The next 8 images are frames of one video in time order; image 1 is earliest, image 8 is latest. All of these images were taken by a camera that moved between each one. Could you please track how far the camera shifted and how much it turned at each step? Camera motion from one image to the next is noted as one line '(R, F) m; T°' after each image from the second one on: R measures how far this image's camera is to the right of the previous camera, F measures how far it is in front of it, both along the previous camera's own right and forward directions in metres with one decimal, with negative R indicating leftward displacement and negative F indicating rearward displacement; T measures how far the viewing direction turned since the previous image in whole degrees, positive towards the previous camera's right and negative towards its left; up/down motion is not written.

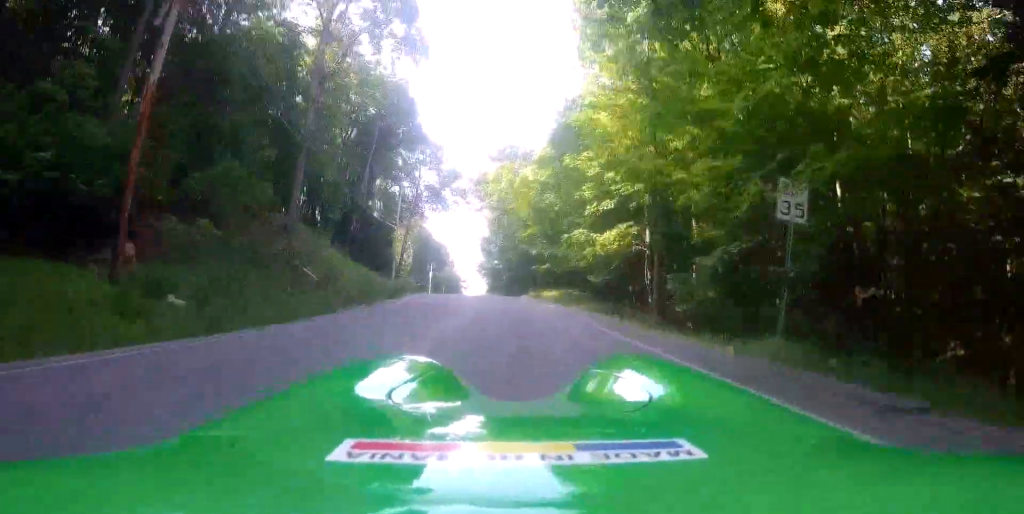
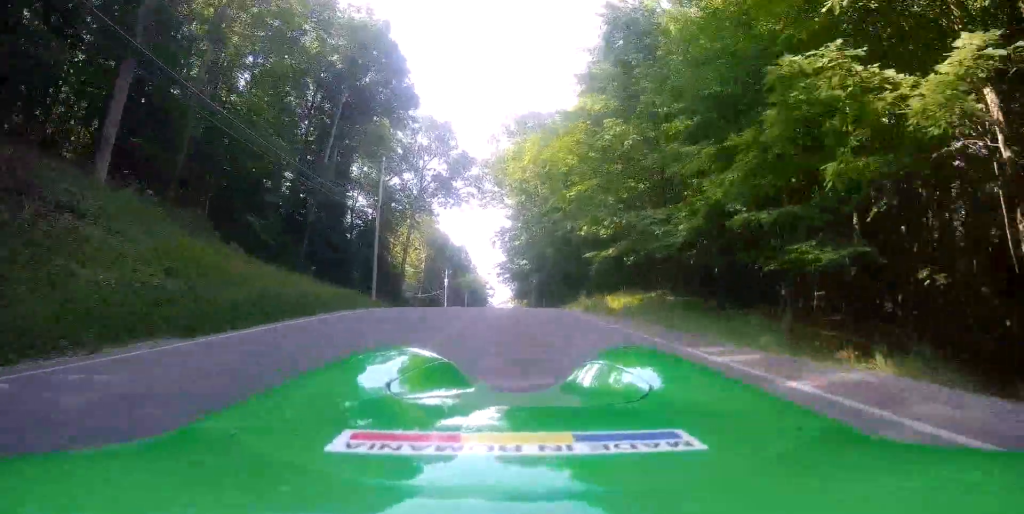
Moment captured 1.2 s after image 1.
(0.0, +23.8) m; -1°
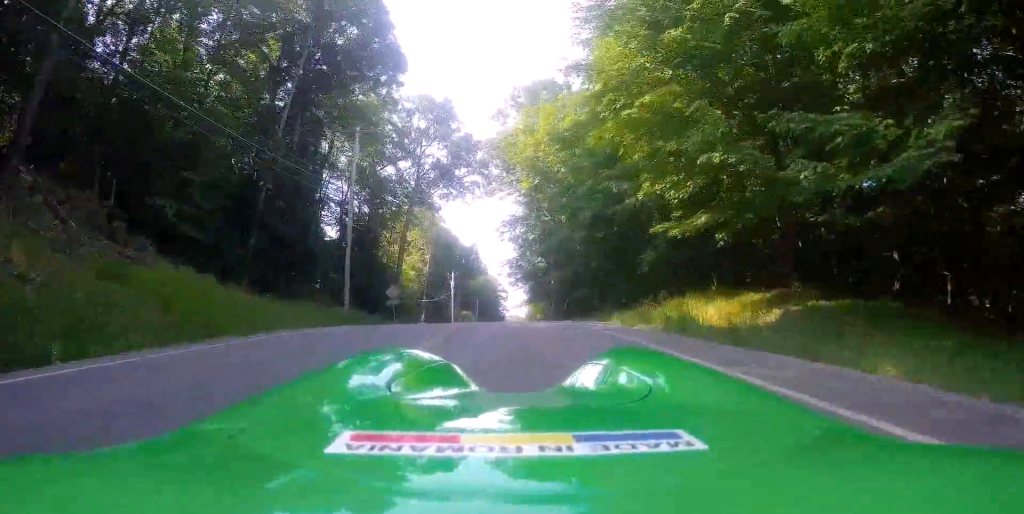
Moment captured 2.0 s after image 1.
(-0.1, +12.7) m; -1°
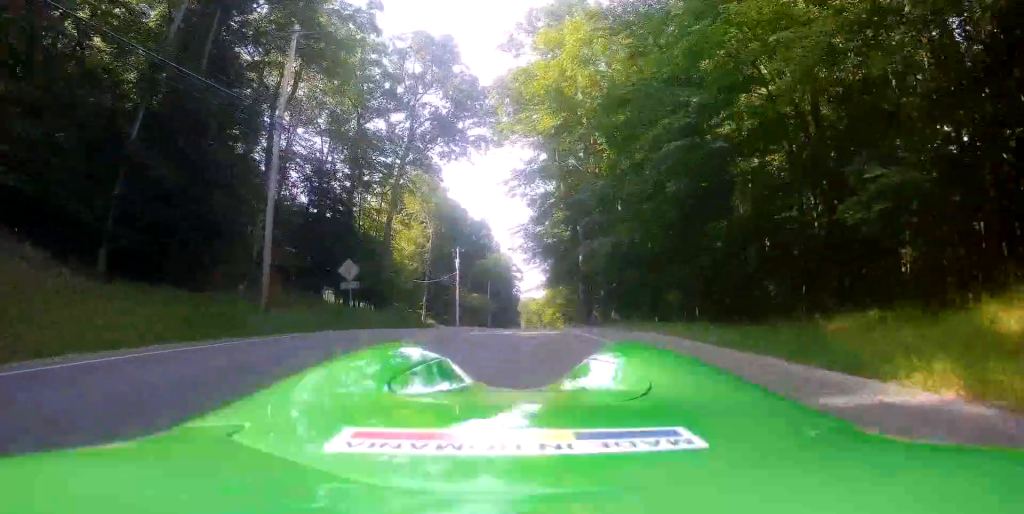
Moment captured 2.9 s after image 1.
(-0.4, +15.3) m; -2°
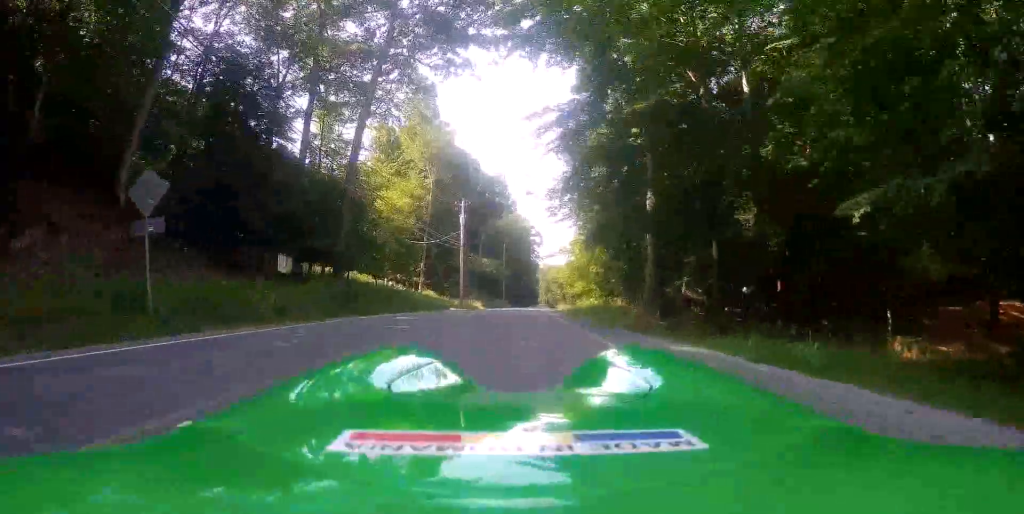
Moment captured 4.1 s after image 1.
(-0.1, +18.9) m; -1°
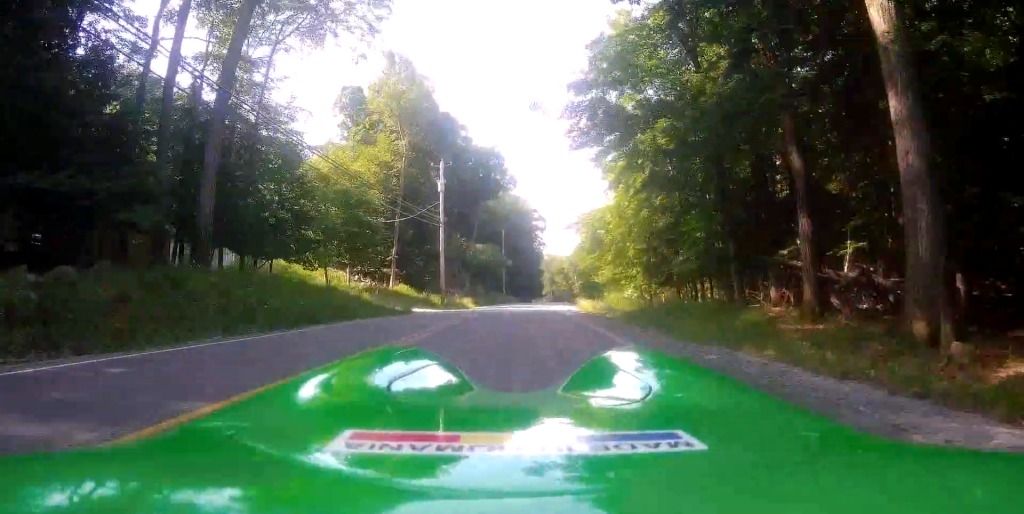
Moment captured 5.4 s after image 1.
(-0.2, +17.7) m; -2°
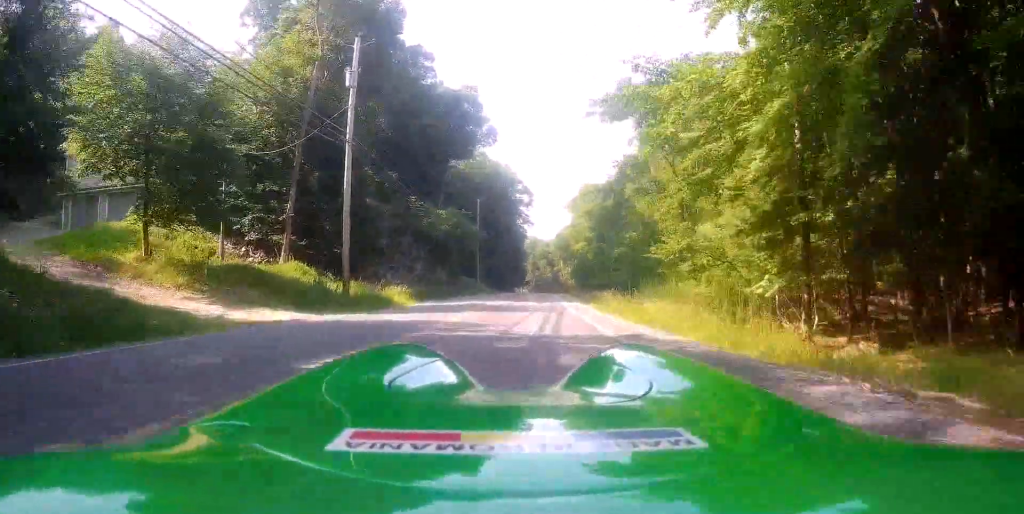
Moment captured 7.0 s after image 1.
(-0.2, +21.8) m; 0°
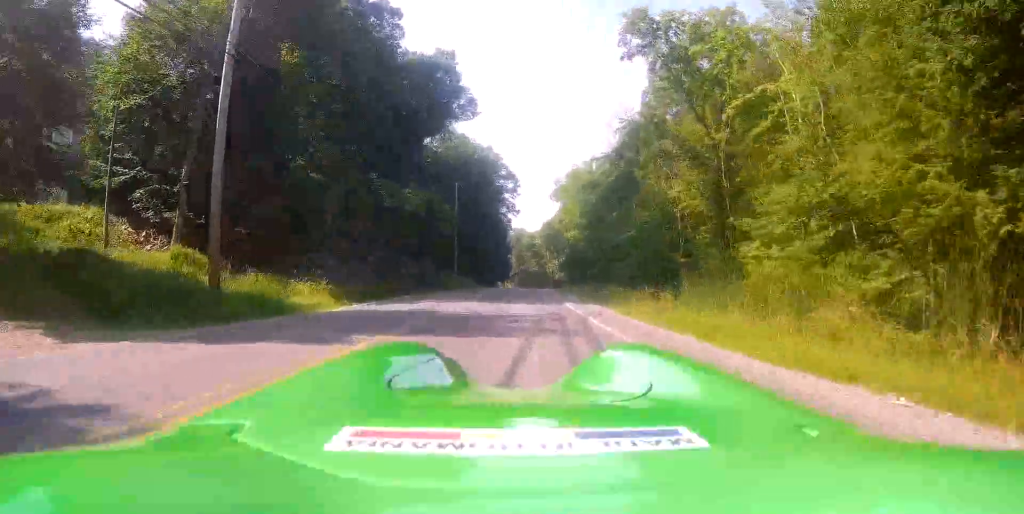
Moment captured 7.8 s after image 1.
(+0.1, +8.8) m; +1°
